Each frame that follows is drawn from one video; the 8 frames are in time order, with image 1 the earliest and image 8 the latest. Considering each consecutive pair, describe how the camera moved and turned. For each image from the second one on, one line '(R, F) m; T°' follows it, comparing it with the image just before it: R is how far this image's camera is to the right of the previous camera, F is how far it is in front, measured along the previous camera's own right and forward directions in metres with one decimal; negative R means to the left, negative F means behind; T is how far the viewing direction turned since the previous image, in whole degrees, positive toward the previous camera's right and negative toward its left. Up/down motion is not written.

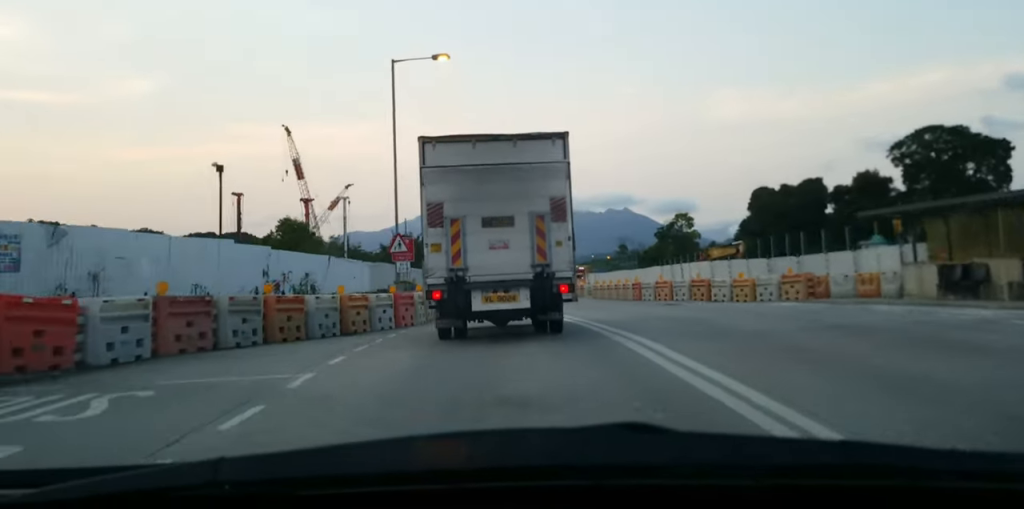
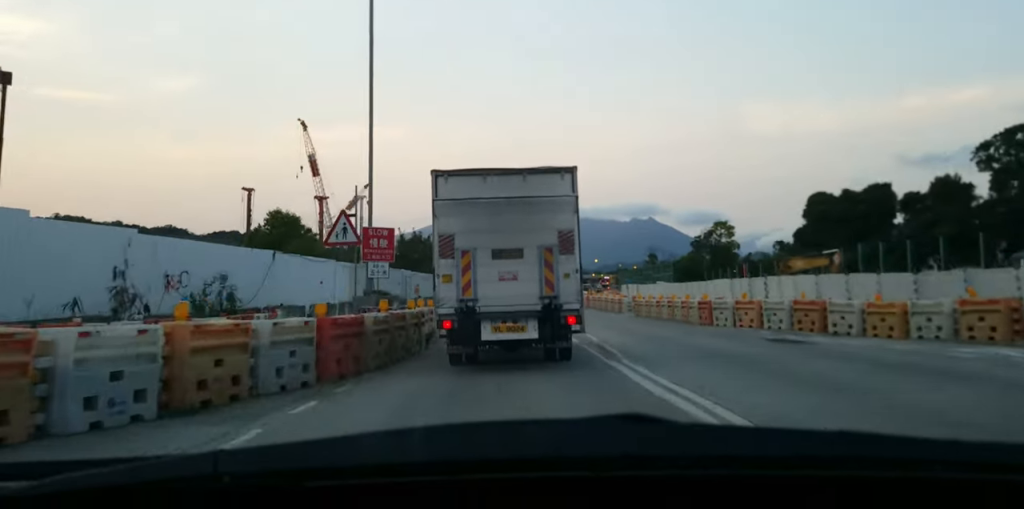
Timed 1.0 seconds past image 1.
(-0.5, +9.9) m; -4°
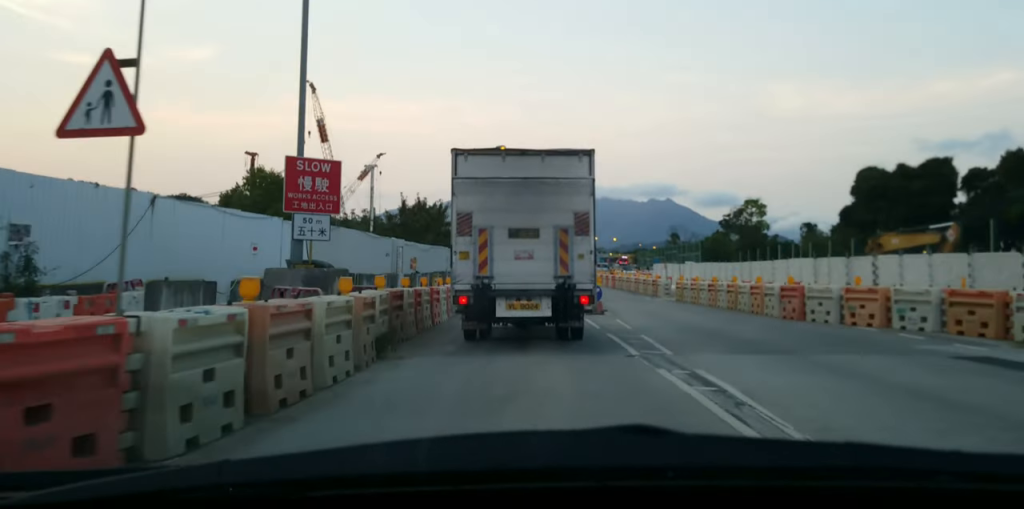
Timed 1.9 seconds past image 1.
(-0.1, +7.9) m; -1°
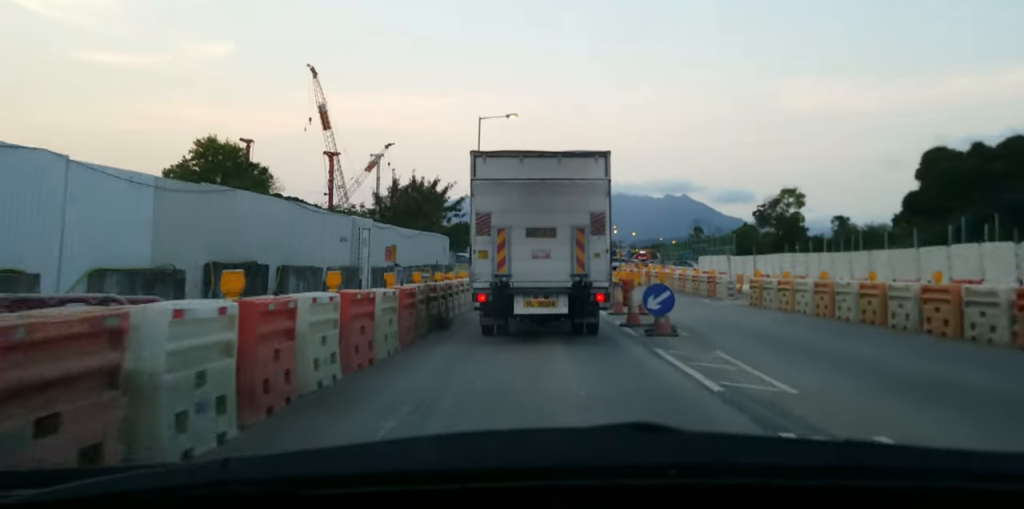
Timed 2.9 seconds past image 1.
(0.0, +9.7) m; 0°
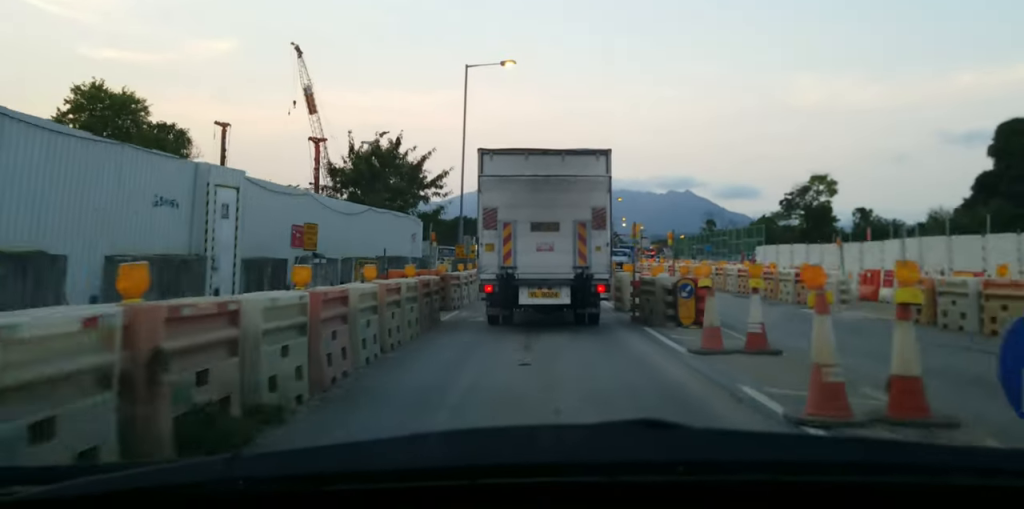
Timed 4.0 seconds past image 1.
(0.0, +10.4) m; 0°
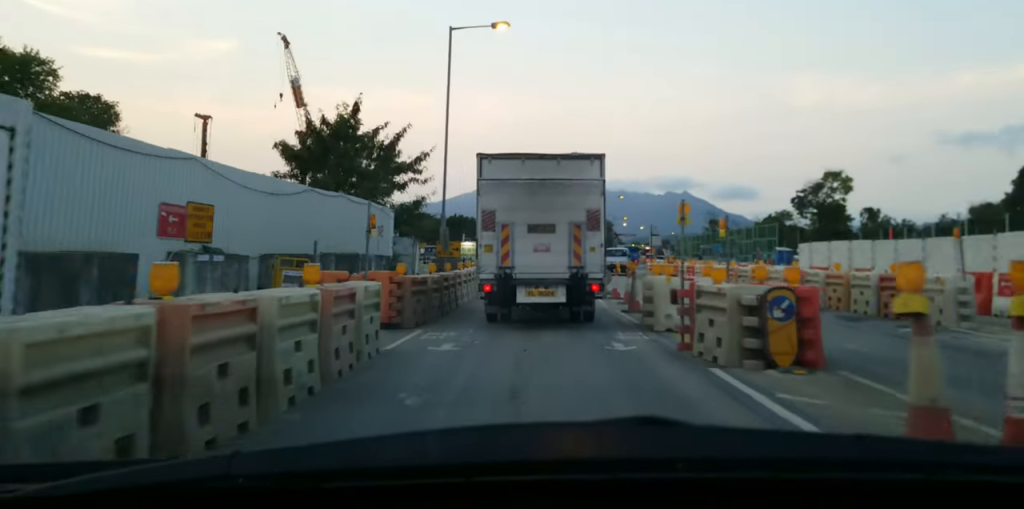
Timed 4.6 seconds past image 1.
(0.0, +5.6) m; 0°
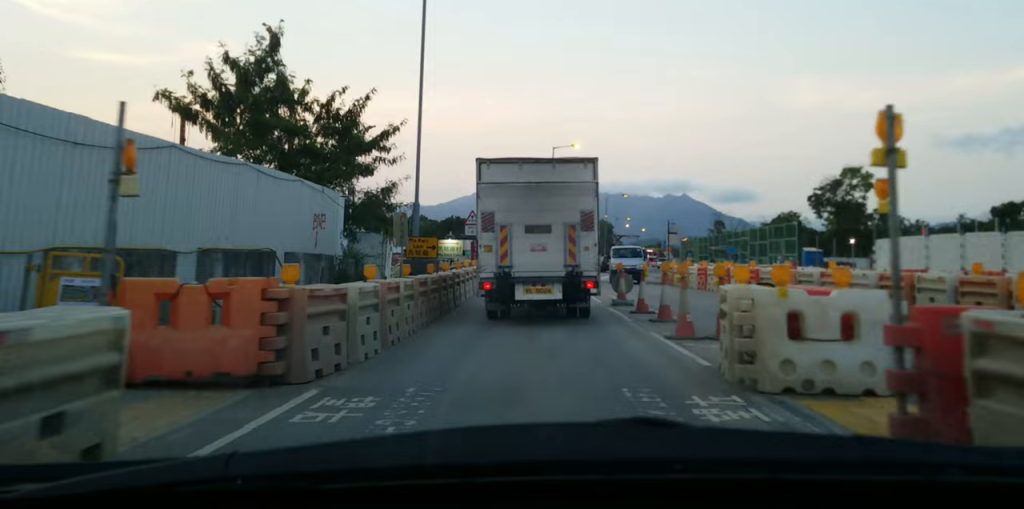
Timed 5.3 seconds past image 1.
(0.0, +6.4) m; 0°
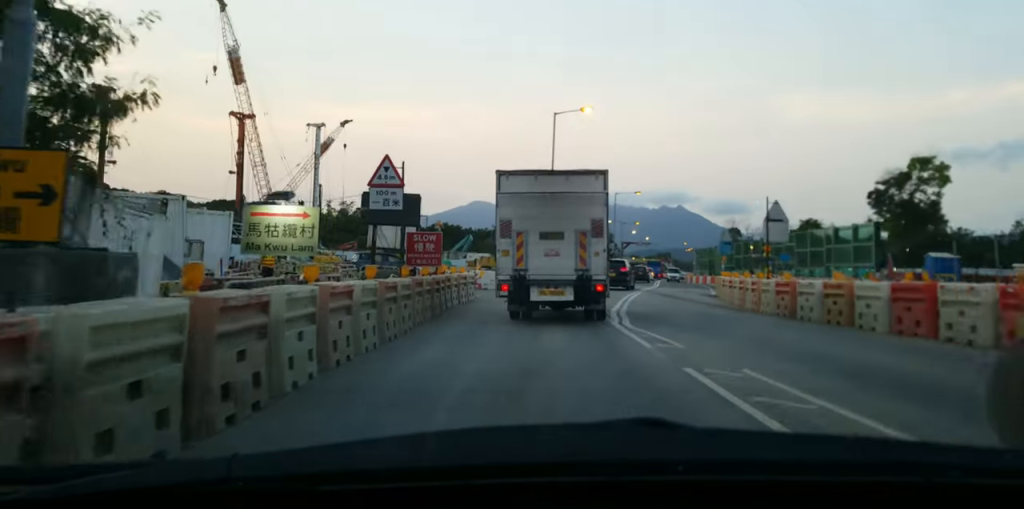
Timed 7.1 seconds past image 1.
(-0.6, +17.1) m; -1°
